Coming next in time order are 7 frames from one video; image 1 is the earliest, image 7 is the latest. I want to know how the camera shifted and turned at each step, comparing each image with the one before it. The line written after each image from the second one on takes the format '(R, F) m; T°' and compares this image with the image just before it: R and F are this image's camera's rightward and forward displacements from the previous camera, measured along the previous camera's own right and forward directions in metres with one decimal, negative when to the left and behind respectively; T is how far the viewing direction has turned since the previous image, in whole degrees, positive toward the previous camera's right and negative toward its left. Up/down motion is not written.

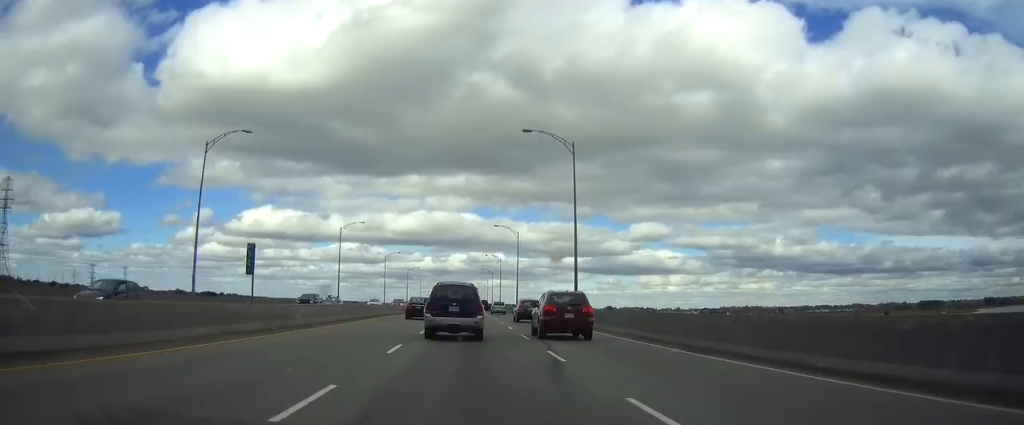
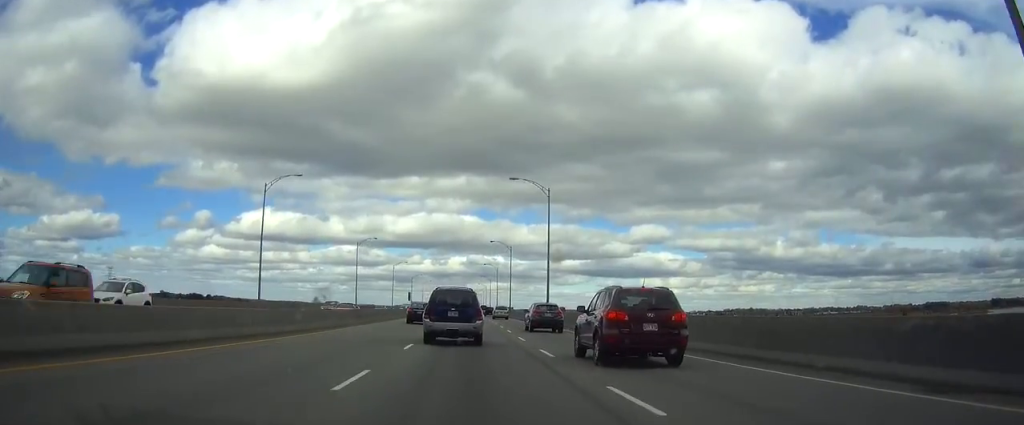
(0.0, +43.0) m; 0°
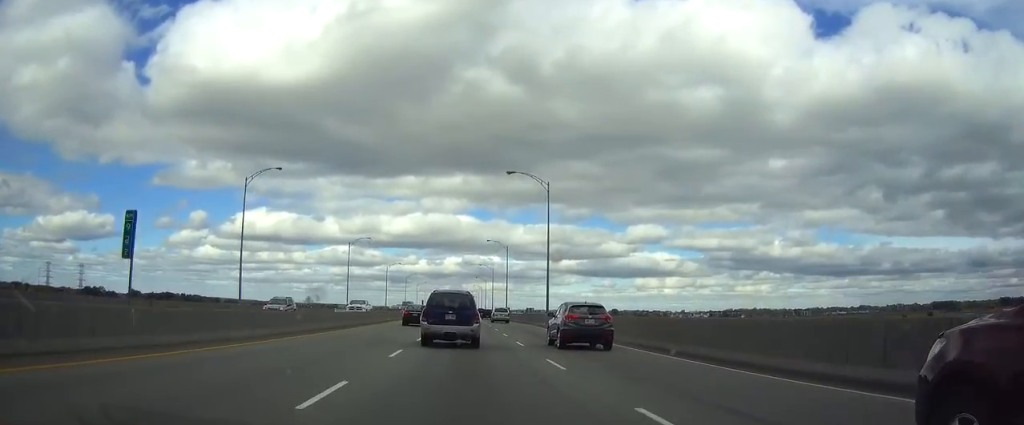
(0.0, +65.3) m; 0°
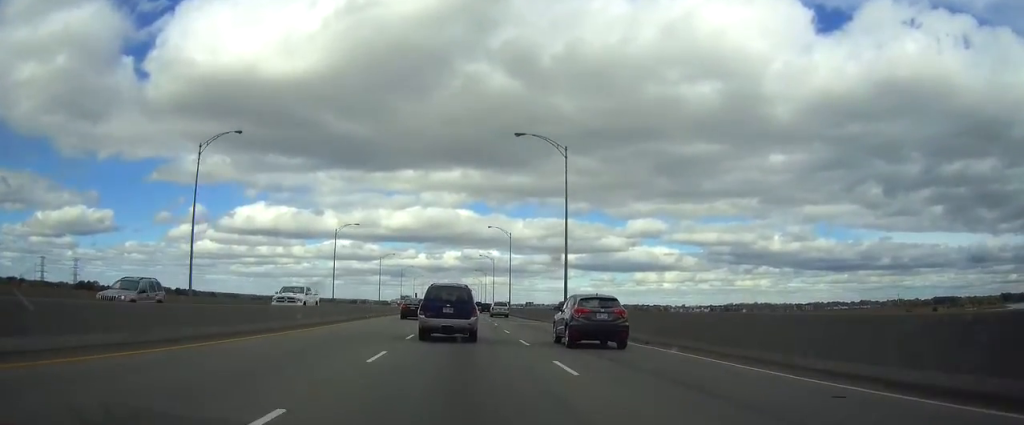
(0.0, +12.2) m; 0°
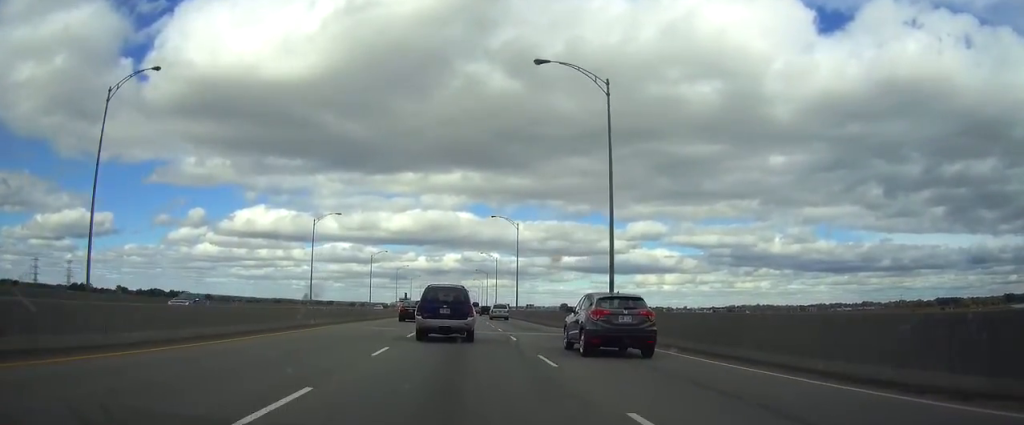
(0.0, +16.3) m; 0°
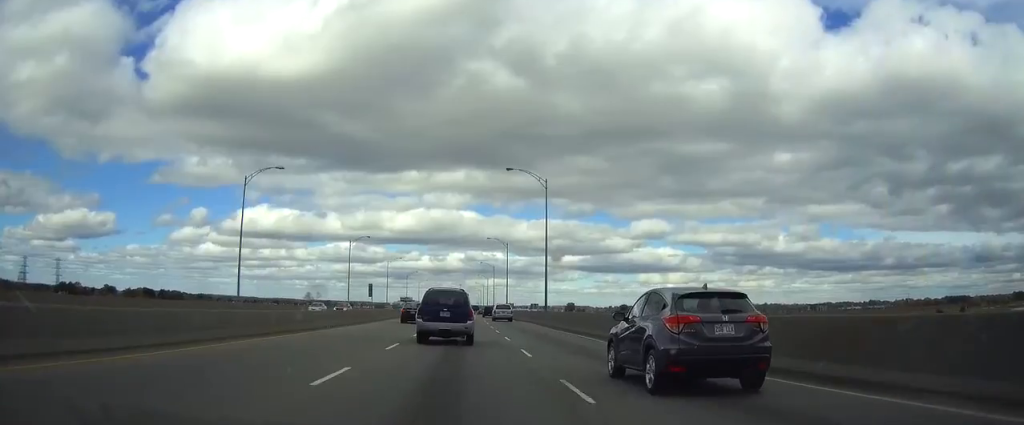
(0.0, +32.6) m; 0°
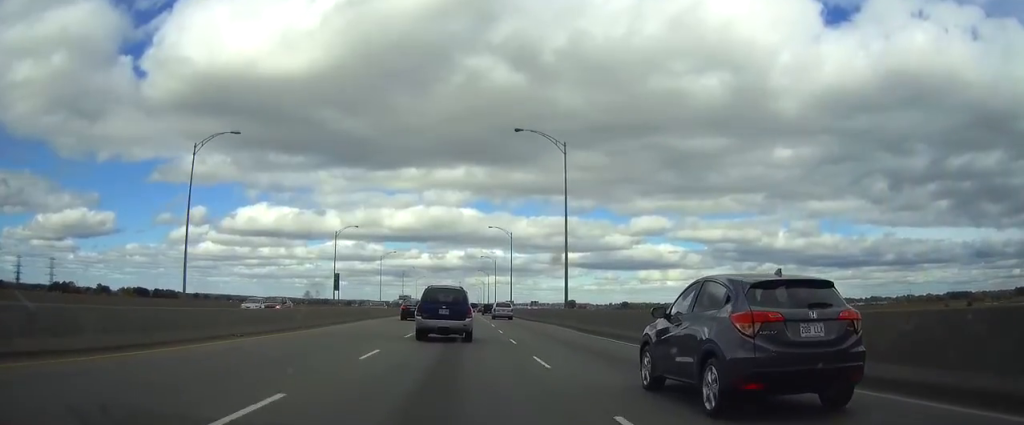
(0.0, +13.2) m; 0°
